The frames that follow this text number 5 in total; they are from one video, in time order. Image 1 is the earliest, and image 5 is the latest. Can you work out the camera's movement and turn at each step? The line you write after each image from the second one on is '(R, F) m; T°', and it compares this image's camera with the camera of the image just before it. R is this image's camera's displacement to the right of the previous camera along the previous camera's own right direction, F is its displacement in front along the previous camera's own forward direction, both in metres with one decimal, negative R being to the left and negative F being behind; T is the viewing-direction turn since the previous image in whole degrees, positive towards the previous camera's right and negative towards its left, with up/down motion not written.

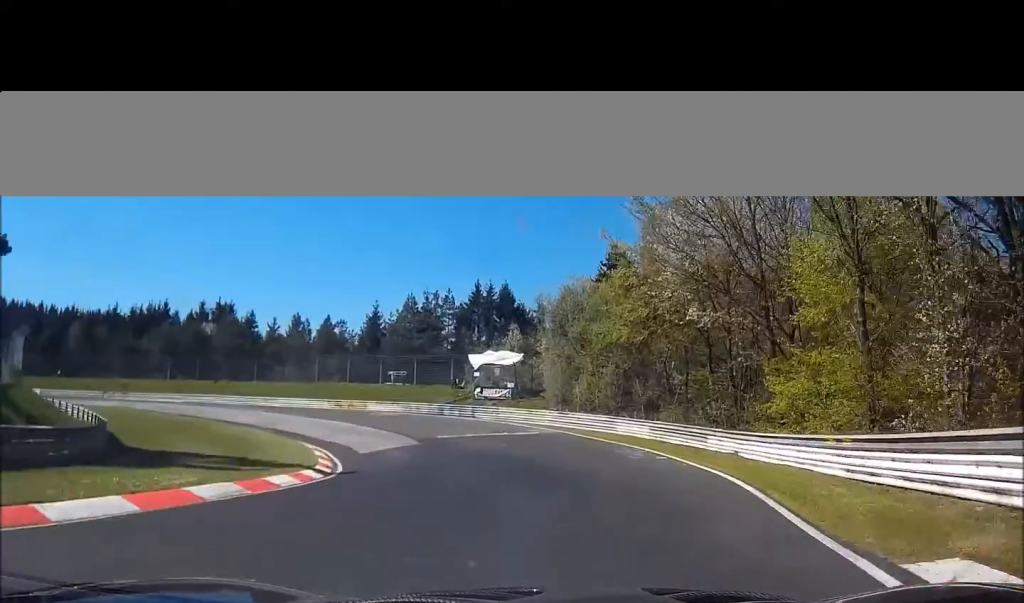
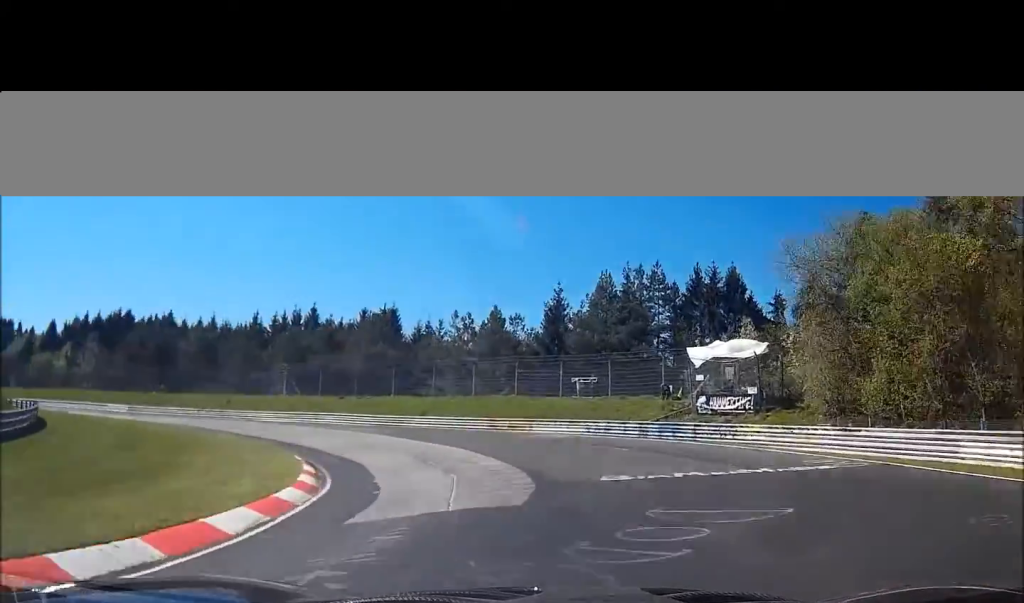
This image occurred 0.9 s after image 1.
(-1.8, +19.2) m; -13°
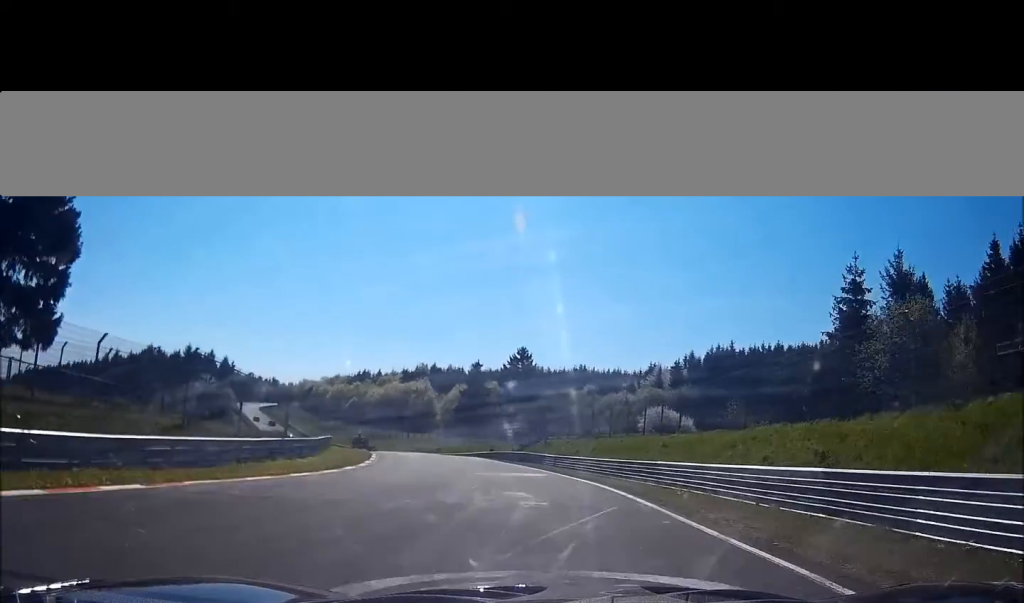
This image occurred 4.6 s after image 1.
(-52.7, +56.3) m; -71°
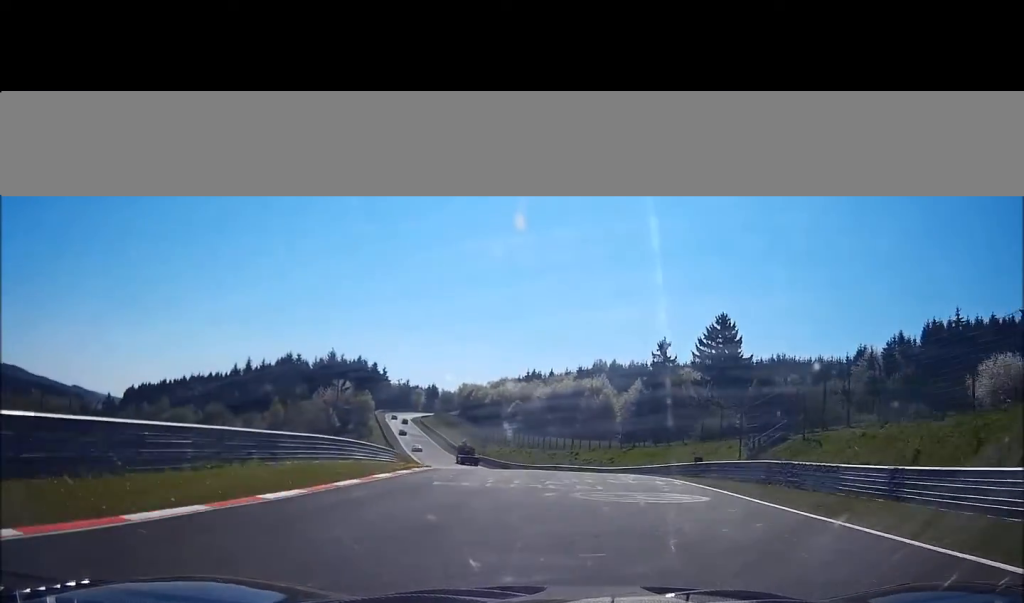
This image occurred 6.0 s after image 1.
(-2.8, +39.7) m; -10°
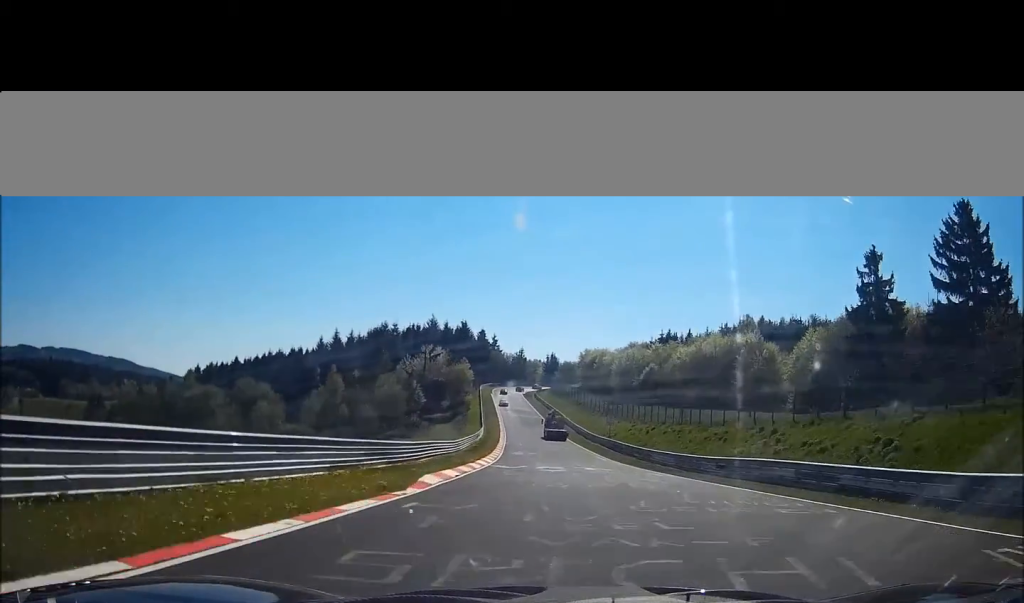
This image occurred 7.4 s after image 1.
(-4.2, +43.2) m; -8°
